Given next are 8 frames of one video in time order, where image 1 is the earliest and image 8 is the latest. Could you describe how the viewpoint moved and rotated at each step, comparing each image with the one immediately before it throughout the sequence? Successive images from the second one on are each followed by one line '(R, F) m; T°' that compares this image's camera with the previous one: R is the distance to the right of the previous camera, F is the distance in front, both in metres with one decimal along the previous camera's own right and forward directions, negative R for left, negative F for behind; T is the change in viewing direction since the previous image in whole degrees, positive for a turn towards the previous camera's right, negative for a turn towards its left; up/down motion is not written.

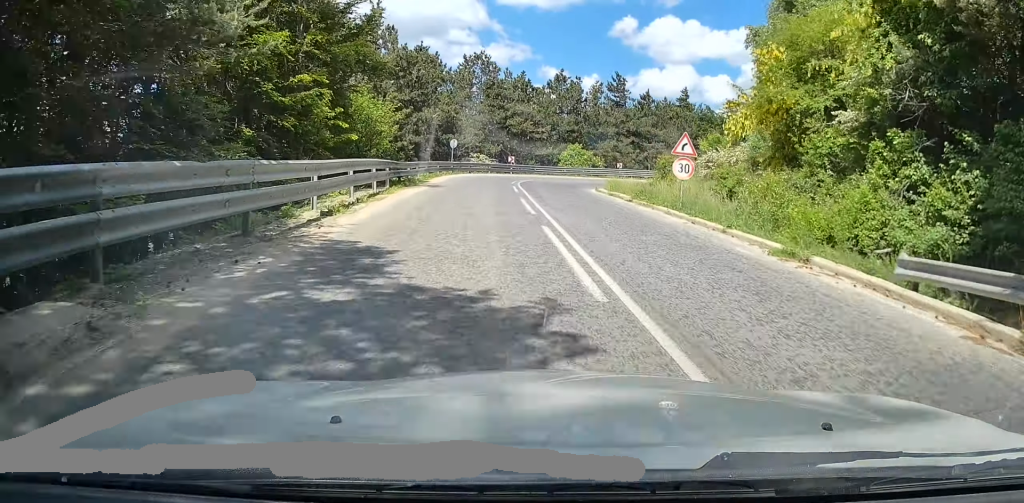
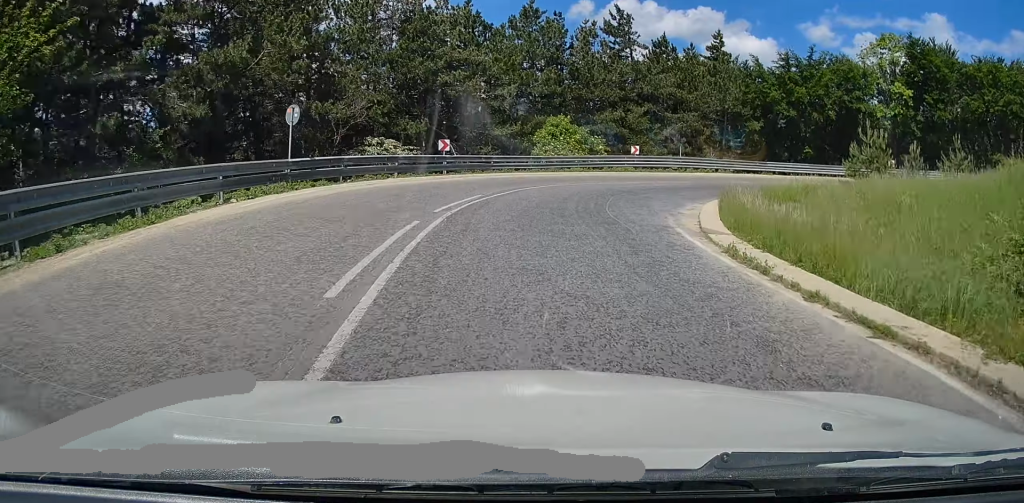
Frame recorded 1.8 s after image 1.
(+1.2, +29.1) m; +5°
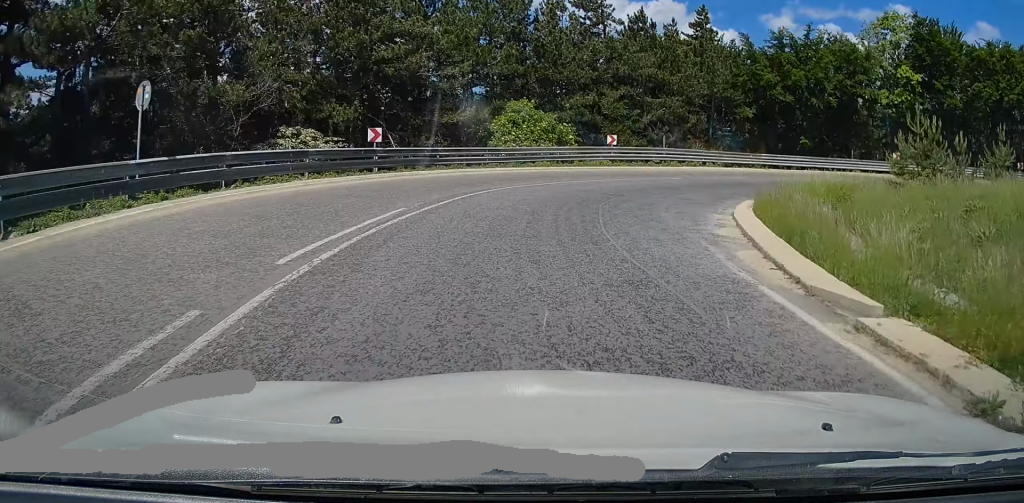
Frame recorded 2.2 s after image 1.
(+0.1, +6.6) m; +5°
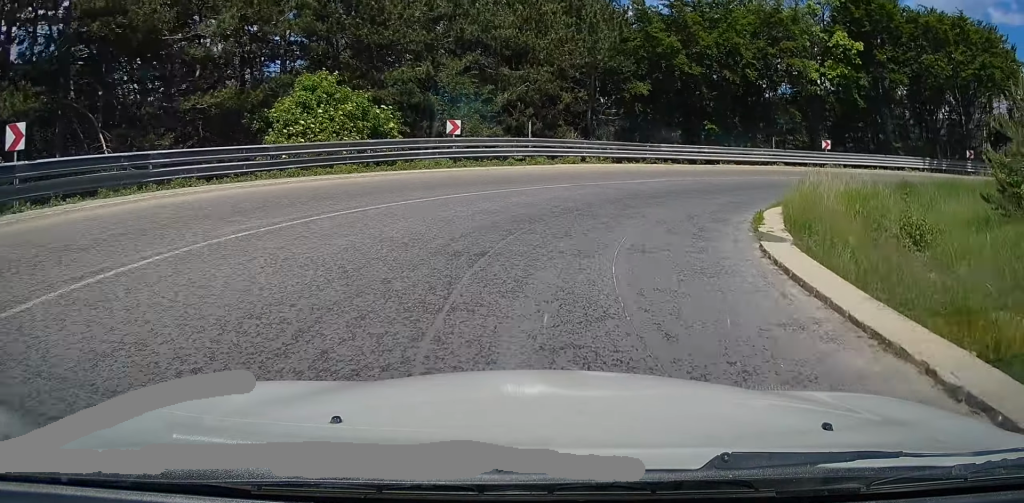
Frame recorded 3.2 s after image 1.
(+1.0, +11.6) m; +17°
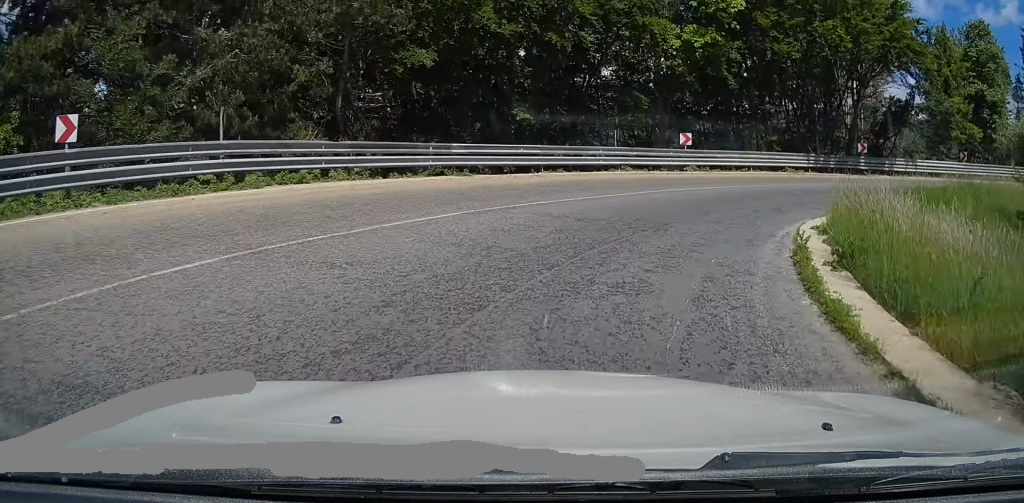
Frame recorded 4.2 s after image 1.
(+2.5, +10.7) m; +23°
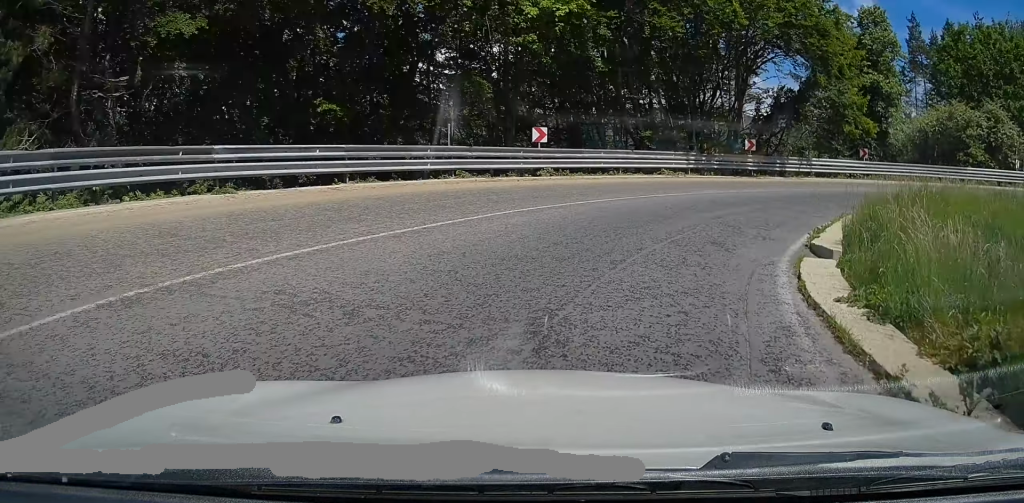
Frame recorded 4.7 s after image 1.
(+0.6, +5.7) m; +13°
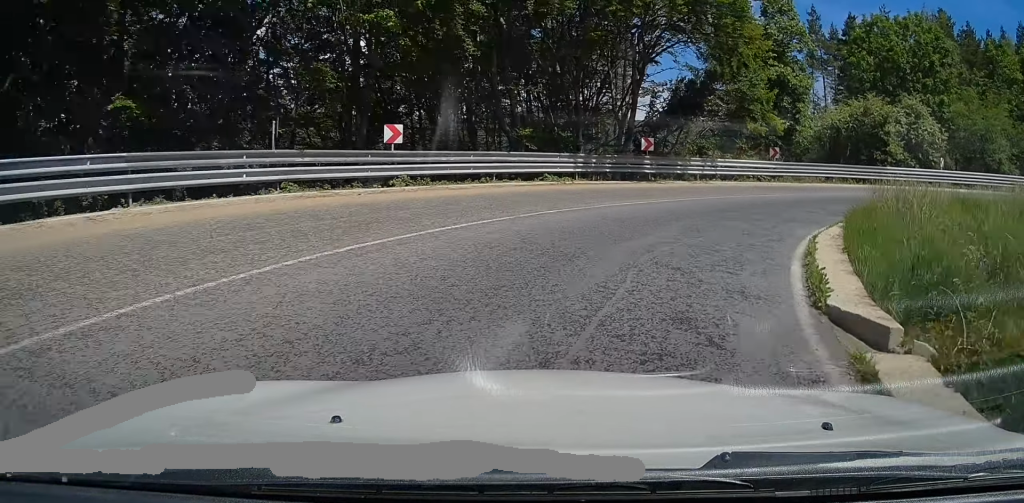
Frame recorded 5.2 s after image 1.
(+0.2, +4.1) m; +11°
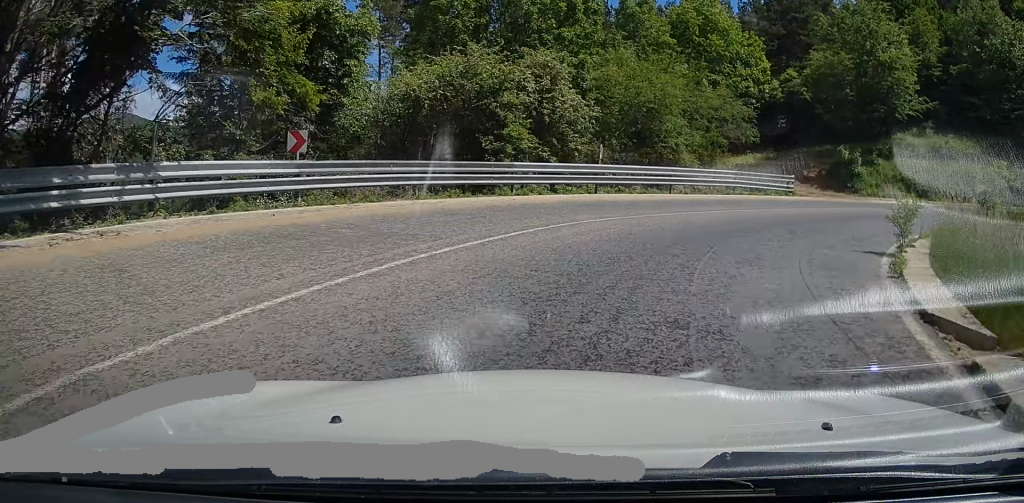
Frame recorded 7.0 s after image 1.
(+6.4, +14.7) m; +52°
